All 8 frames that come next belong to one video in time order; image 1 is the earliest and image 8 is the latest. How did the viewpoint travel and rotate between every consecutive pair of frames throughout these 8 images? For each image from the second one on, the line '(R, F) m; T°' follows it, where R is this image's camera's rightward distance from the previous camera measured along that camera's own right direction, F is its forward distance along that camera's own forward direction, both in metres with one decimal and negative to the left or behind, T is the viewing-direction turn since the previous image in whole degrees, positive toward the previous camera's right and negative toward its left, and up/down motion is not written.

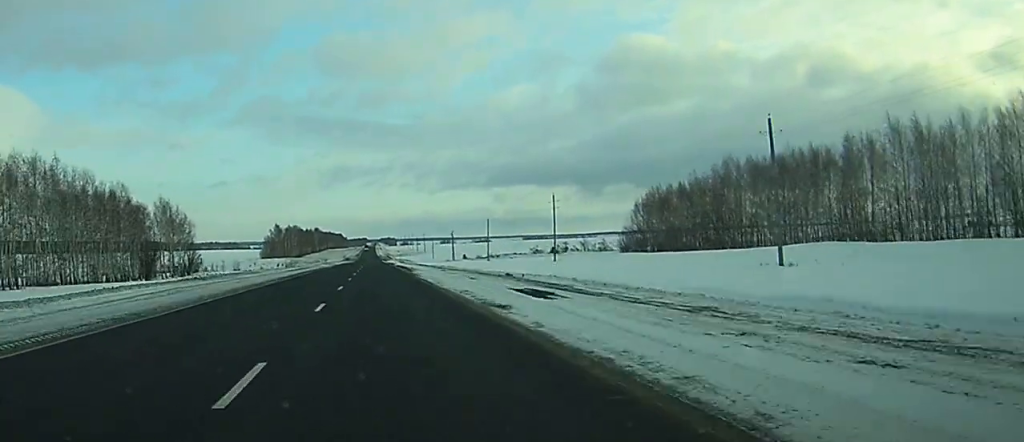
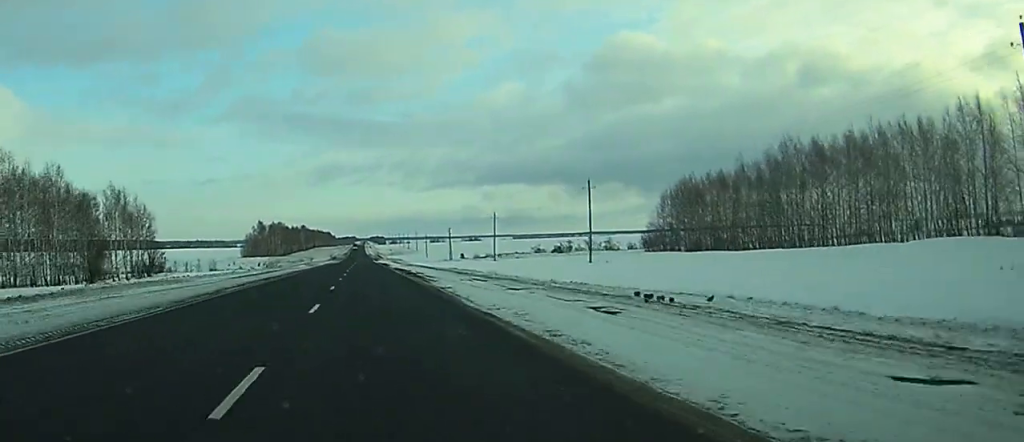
(0.0, +24.4) m; 0°
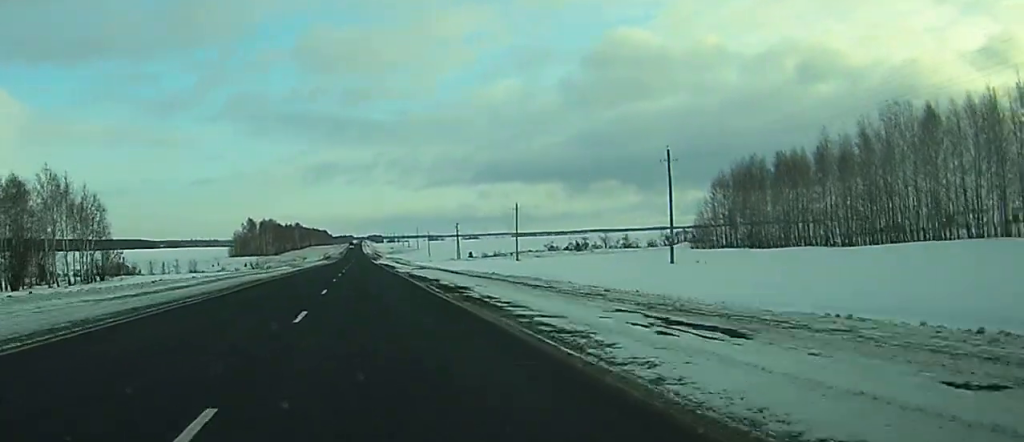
(-0.1, +26.6) m; 0°
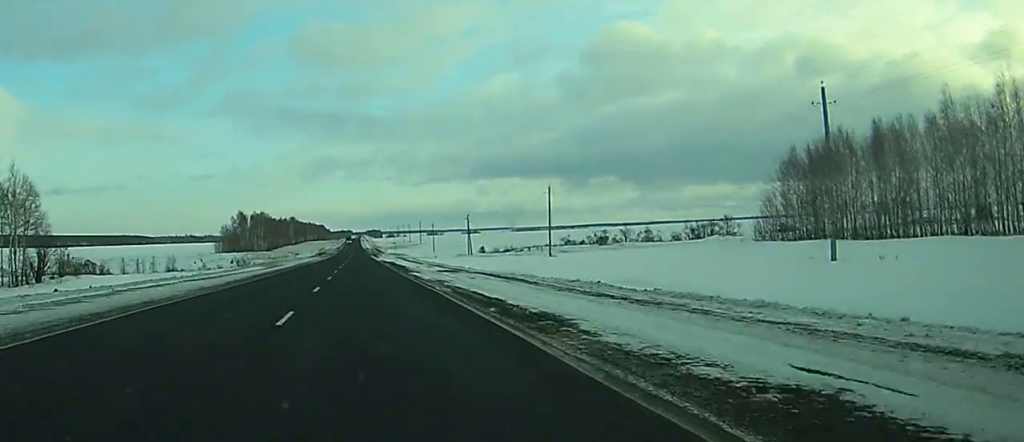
(+0.2, +25.5) m; +1°
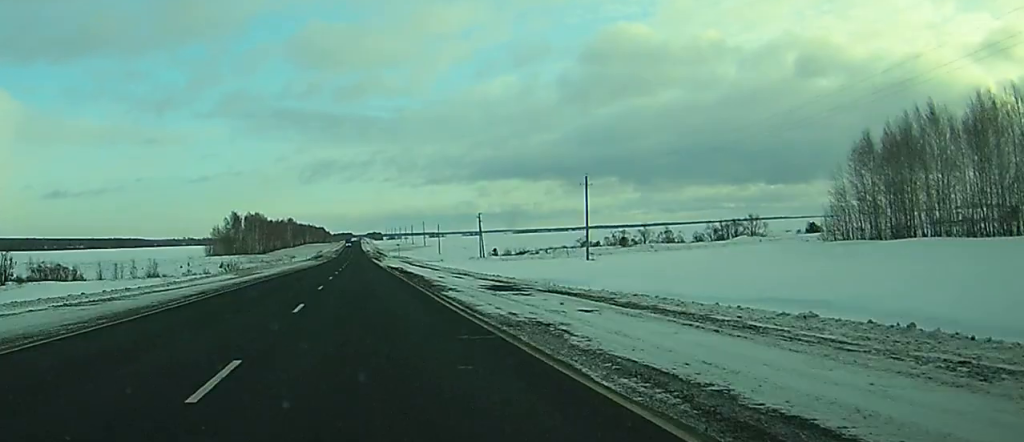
(+0.1, +18.8) m; 0°
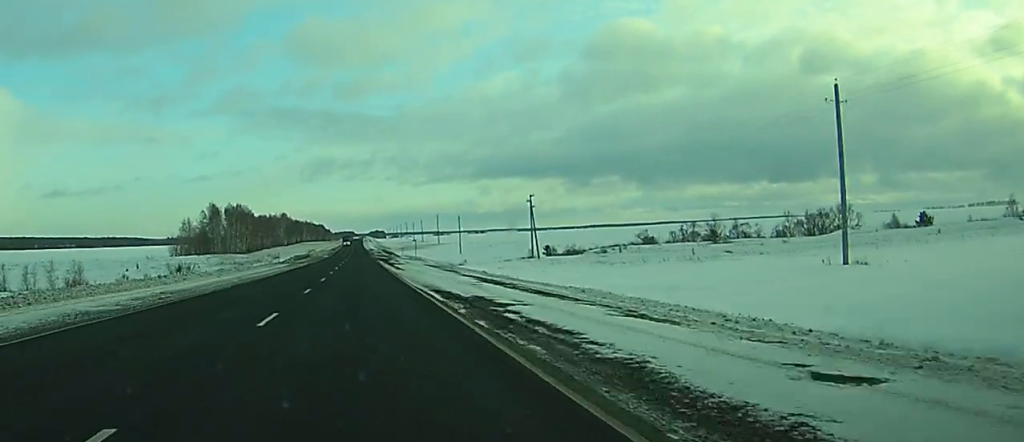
(+0.1, +52.1) m; 0°
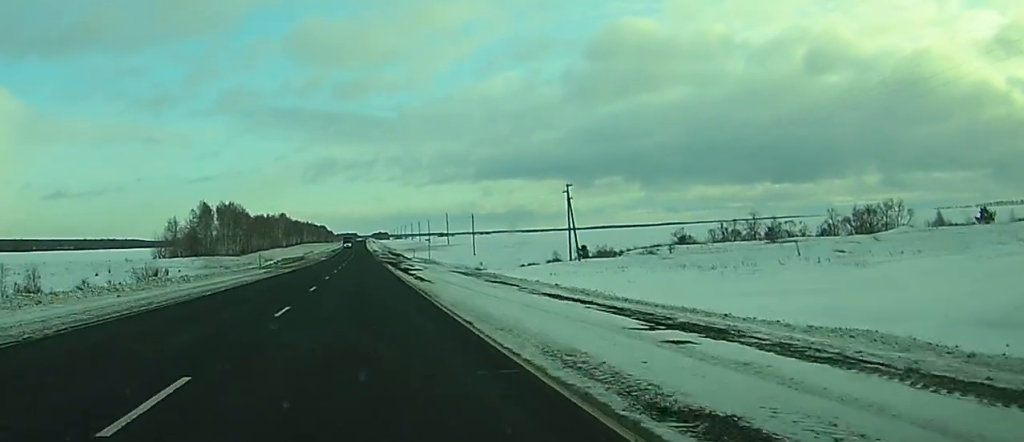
(-0.1, +21.1) m; 0°
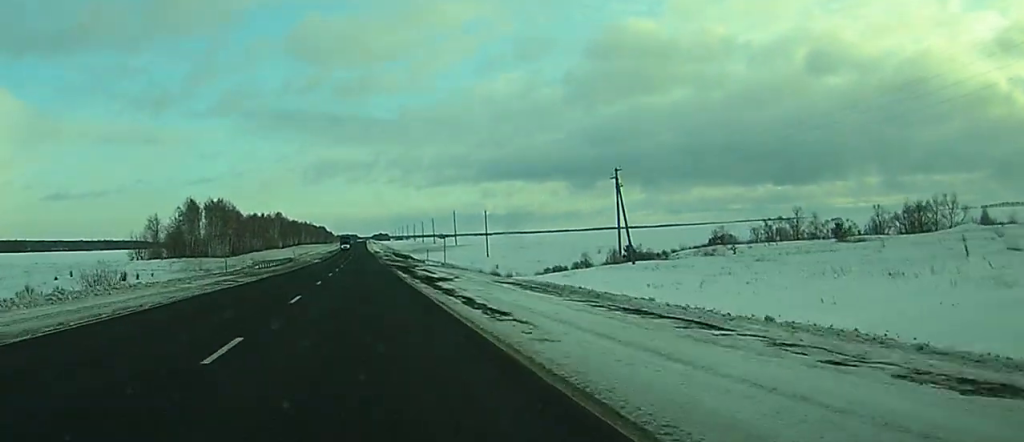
(0.0, +20.0) m; 0°
